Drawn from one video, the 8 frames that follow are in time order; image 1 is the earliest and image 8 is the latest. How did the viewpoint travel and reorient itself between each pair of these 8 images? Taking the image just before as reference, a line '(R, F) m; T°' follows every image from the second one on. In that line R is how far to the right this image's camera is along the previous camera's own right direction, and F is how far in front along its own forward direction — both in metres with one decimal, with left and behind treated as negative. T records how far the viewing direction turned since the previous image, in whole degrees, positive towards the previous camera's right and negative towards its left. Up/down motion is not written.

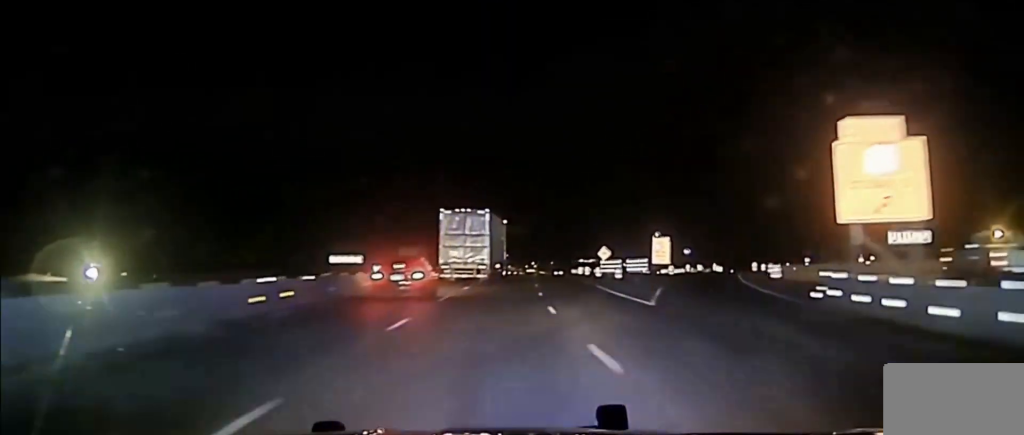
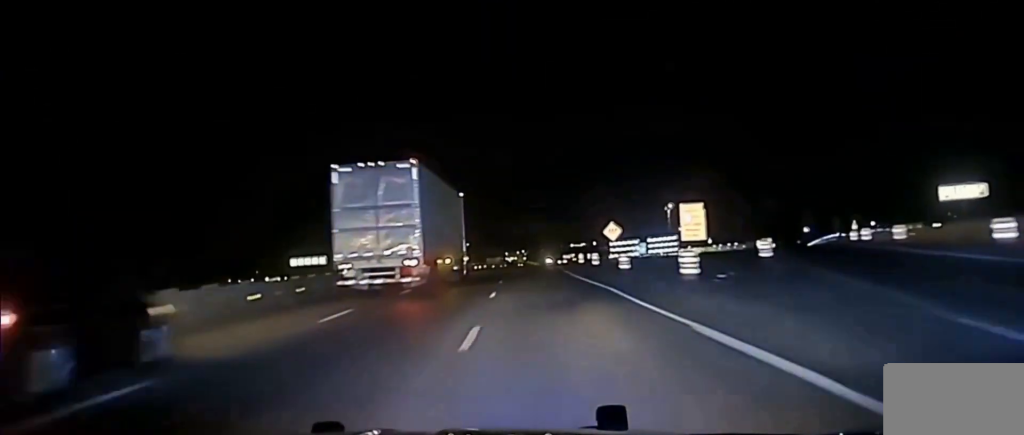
(-0.1, +34.4) m; 0°
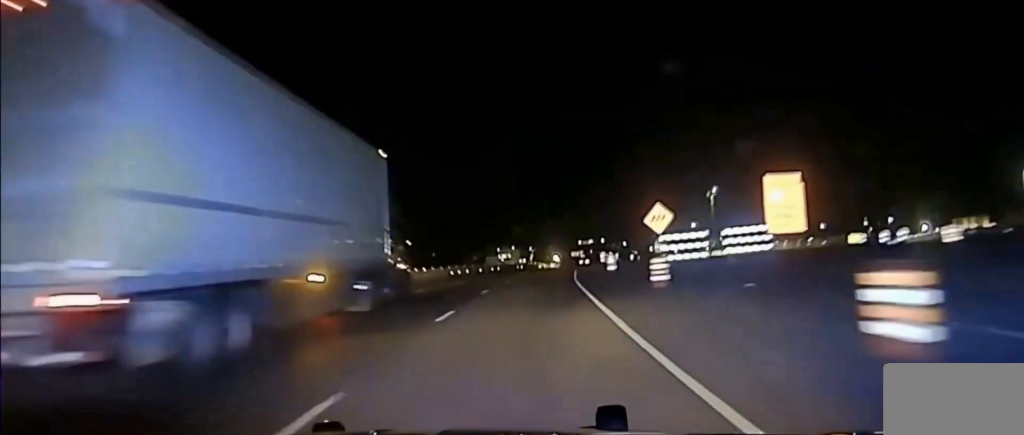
(+0.1, +29.5) m; +1°
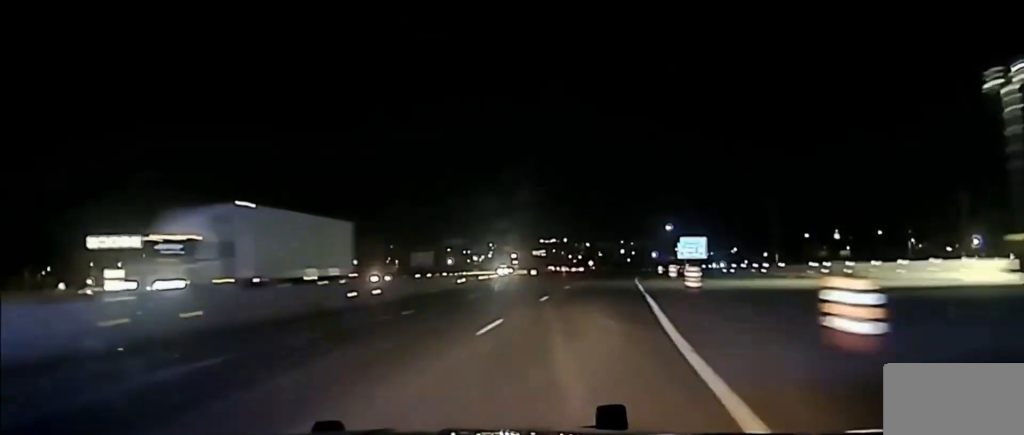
(+0.8, +69.9) m; +2°
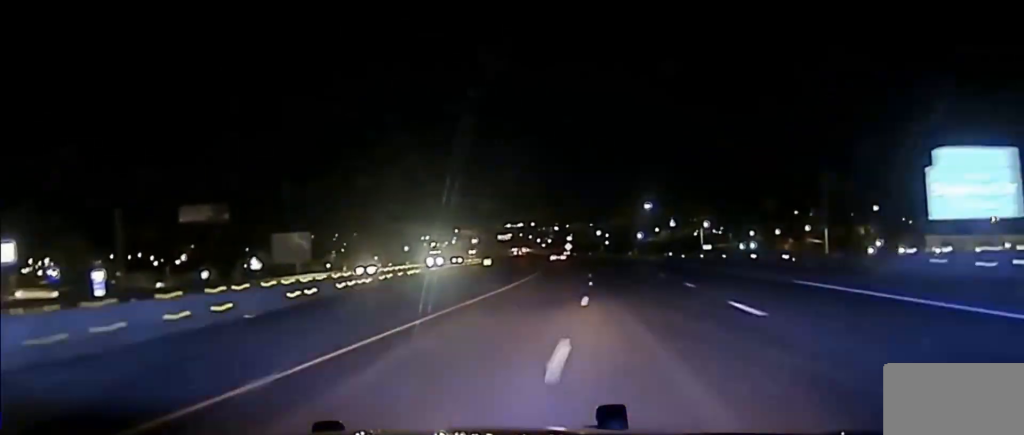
(+1.2, +72.5) m; +1°
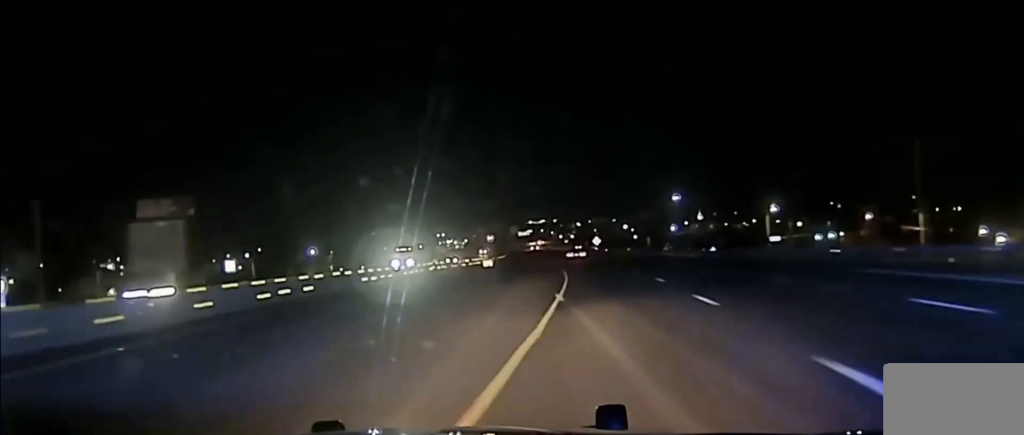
(+0.2, +41.0) m; 0°
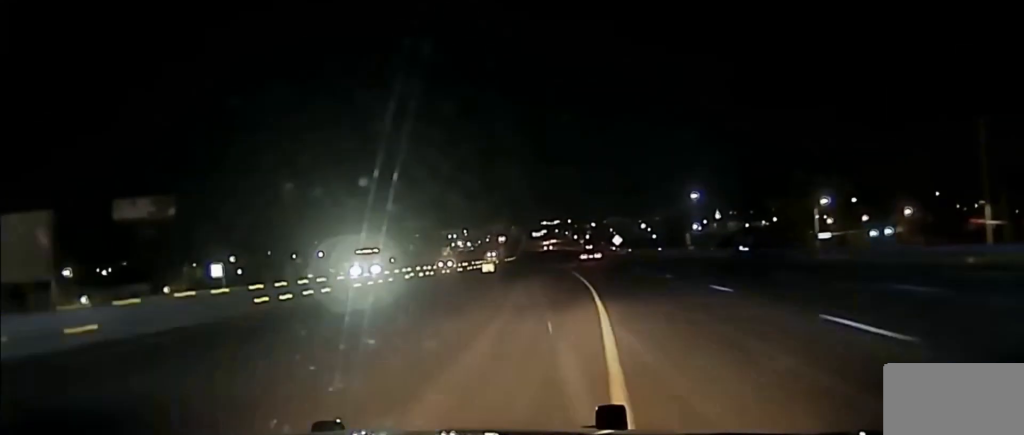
(0.0, +18.8) m; 0°
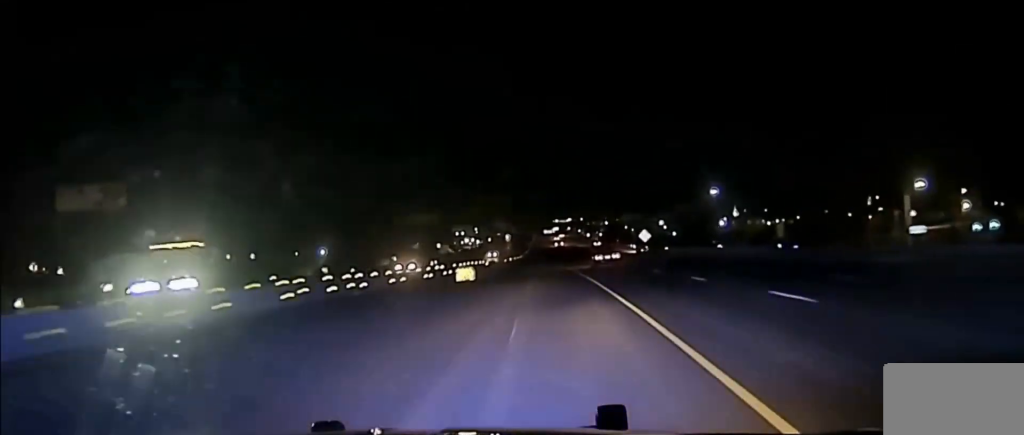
(0.0, +30.9) m; -1°
